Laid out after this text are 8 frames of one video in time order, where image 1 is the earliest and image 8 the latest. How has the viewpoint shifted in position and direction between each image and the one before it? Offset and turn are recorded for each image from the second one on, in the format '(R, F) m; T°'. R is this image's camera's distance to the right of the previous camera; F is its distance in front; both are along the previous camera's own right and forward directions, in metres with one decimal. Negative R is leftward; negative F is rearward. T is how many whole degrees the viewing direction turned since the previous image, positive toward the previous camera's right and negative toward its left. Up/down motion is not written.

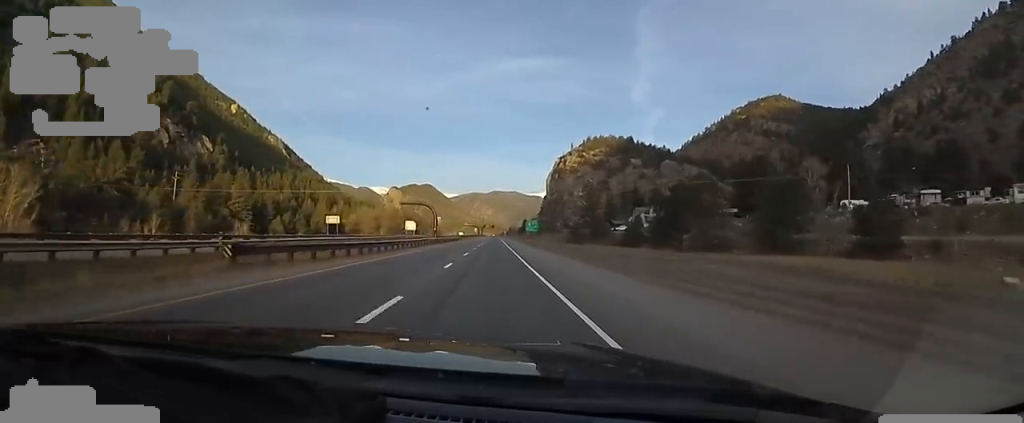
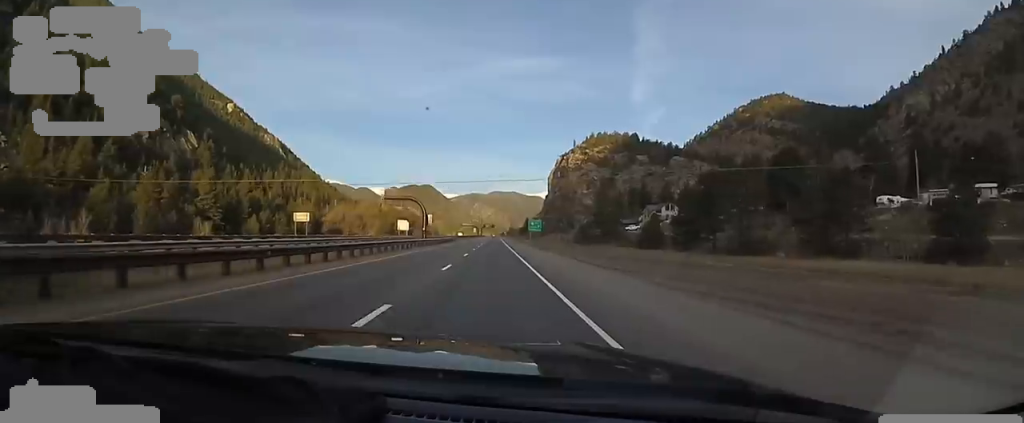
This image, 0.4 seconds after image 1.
(-0.1, +13.4) m; 0°
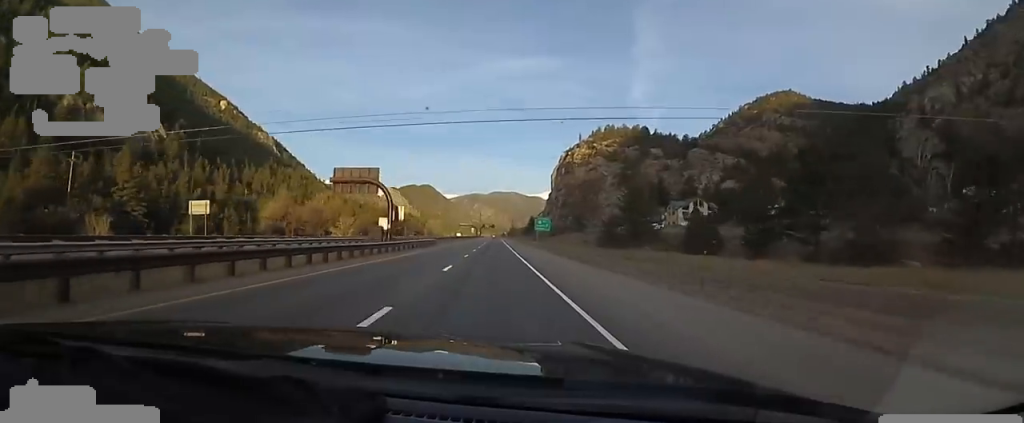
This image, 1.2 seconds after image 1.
(+1.4, +24.7) m; 0°
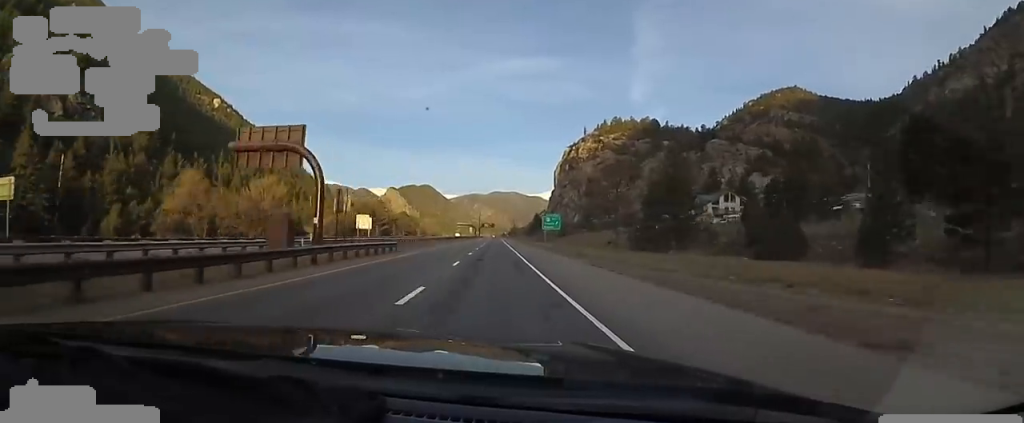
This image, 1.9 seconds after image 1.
(-0.9, +20.5) m; 0°
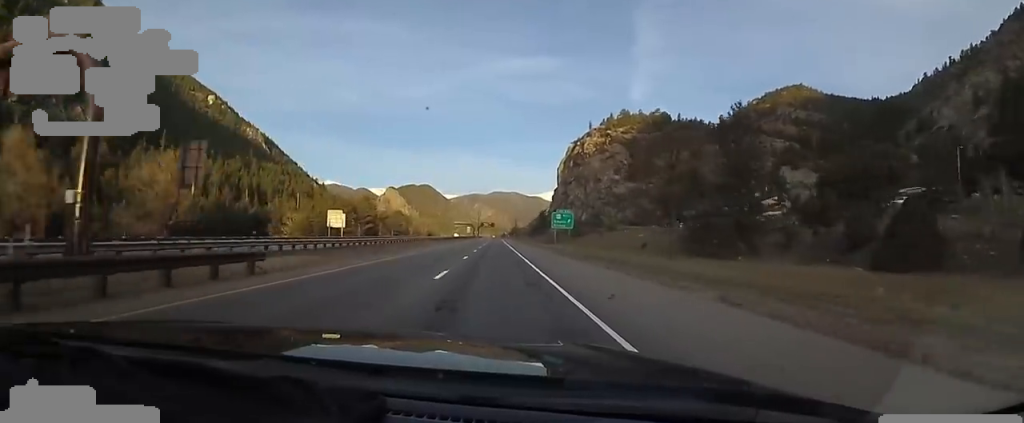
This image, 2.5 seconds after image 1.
(-0.2, +18.4) m; 0°
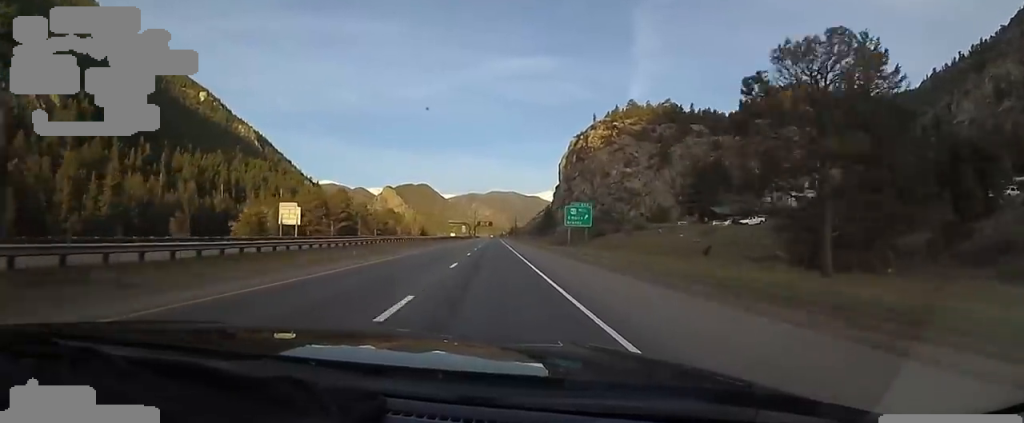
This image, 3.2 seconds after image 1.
(+0.6, +20.3) m; +1°
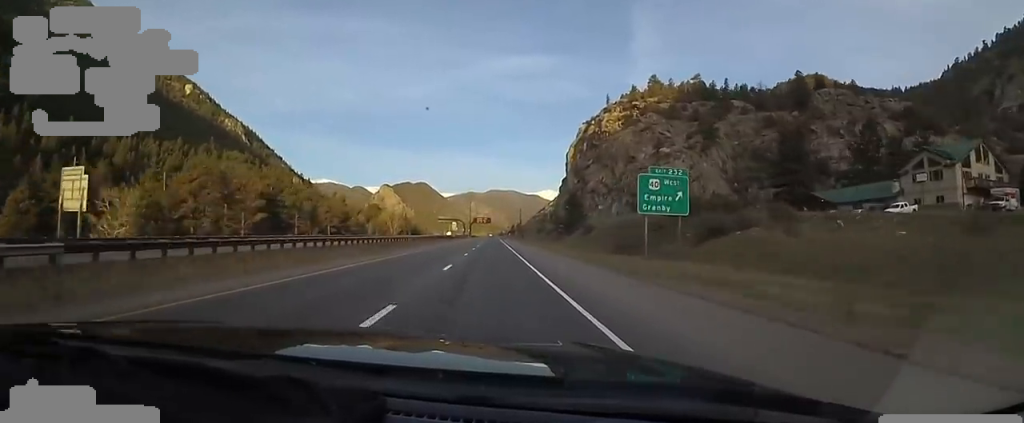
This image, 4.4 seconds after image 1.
(-0.3, +37.6) m; -2°
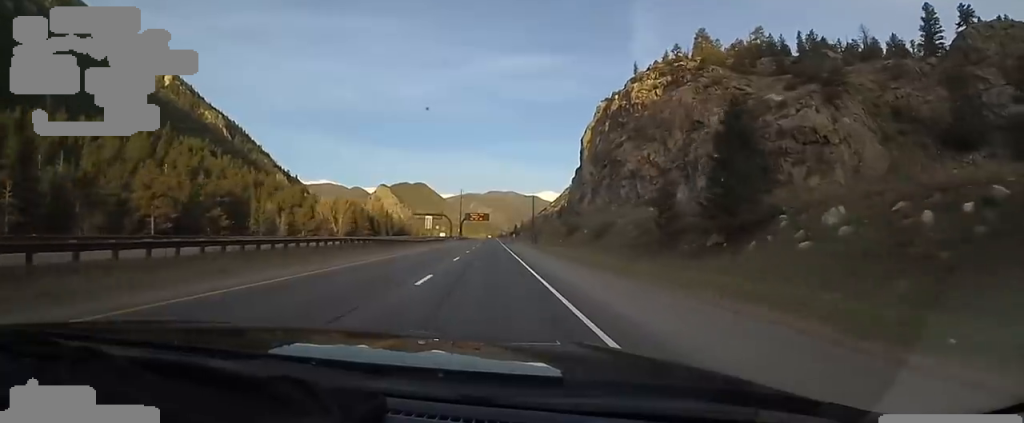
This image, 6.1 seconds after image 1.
(+0.5, +53.8) m; +3°
